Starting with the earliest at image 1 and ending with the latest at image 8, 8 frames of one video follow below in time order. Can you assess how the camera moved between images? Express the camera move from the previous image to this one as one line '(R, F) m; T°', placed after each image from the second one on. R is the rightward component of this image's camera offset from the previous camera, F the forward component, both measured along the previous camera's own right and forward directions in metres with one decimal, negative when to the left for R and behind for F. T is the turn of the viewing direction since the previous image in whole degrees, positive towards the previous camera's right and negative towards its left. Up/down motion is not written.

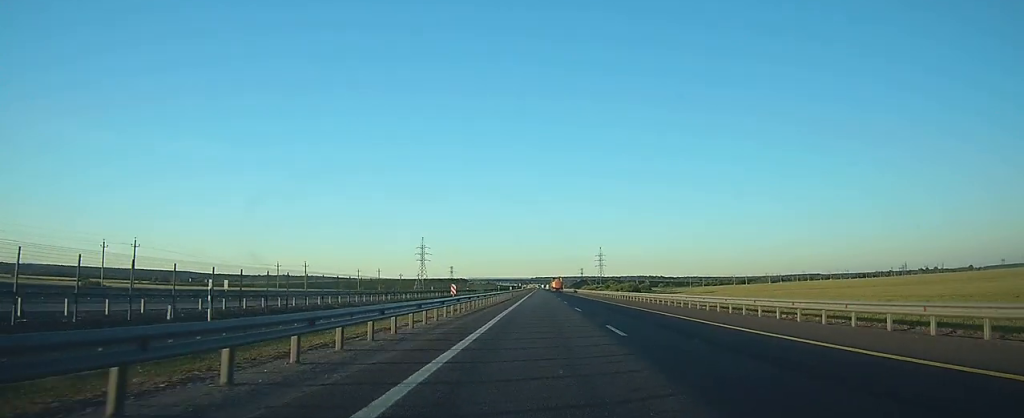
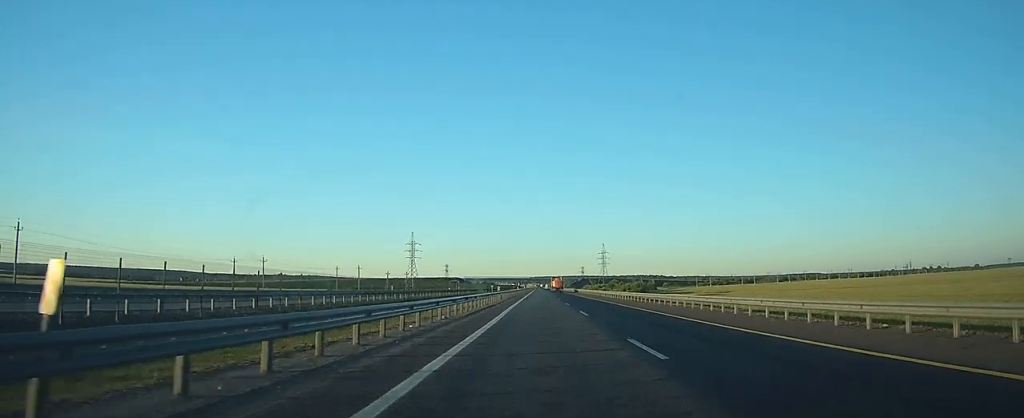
(0.0, +20.9) m; 0°
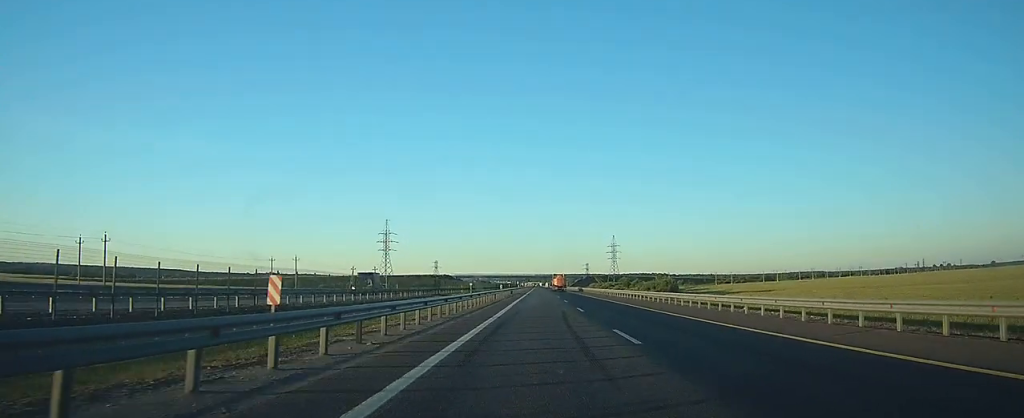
(0.0, +45.5) m; 0°
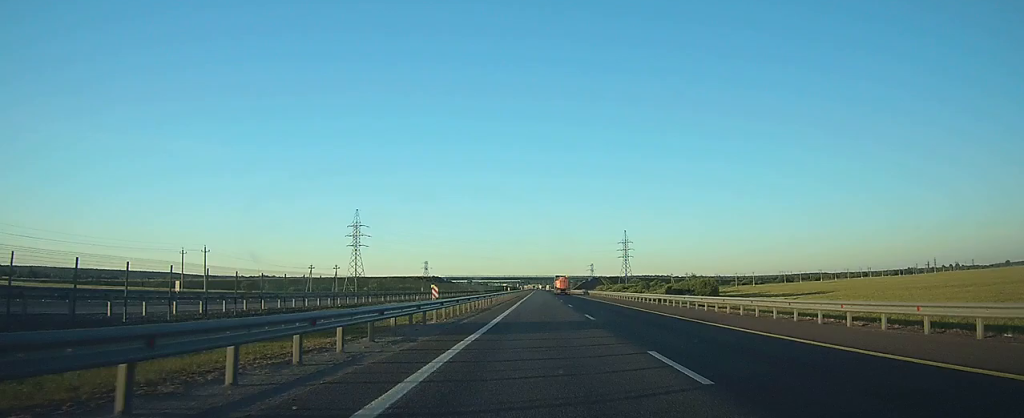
(-0.1, +37.1) m; 0°
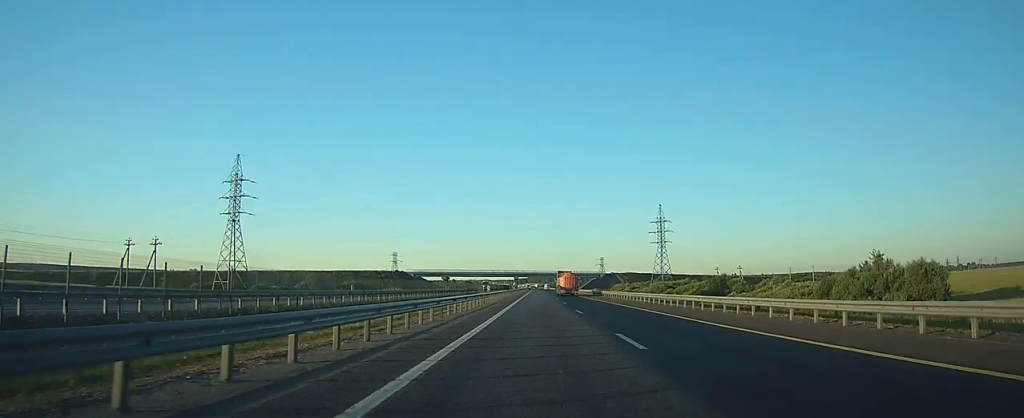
(0.0, +75.8) m; 0°
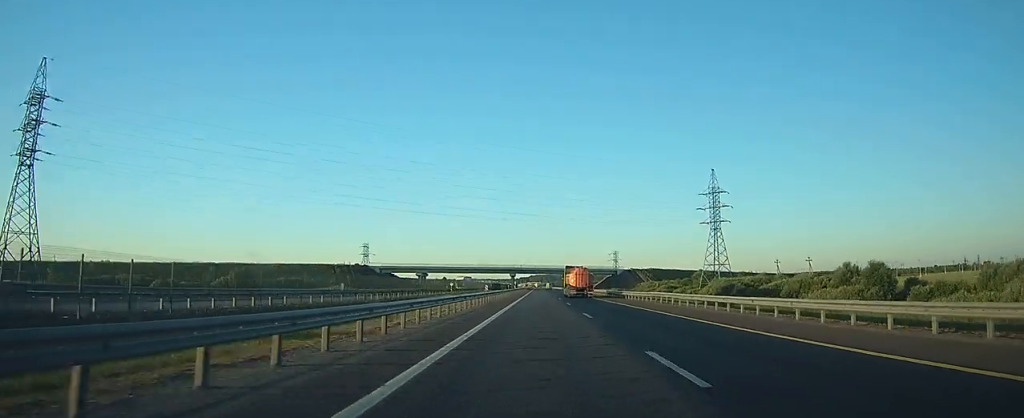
(0.0, +52.4) m; 0°
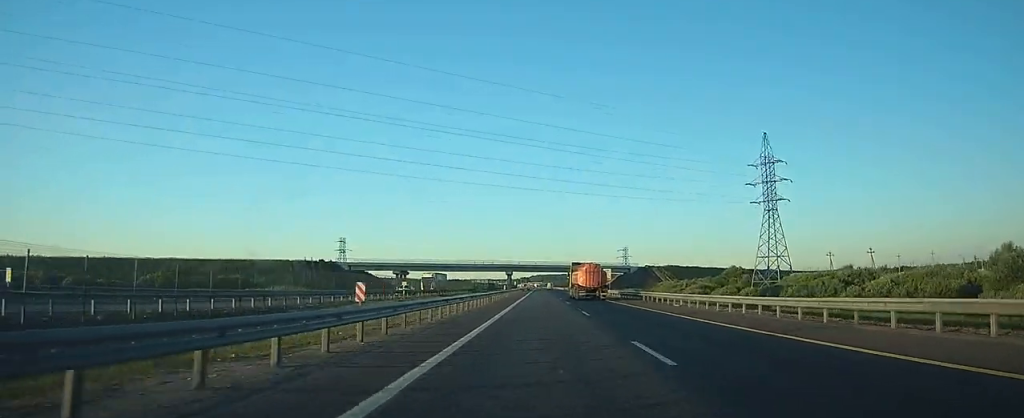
(0.0, +30.0) m; 0°
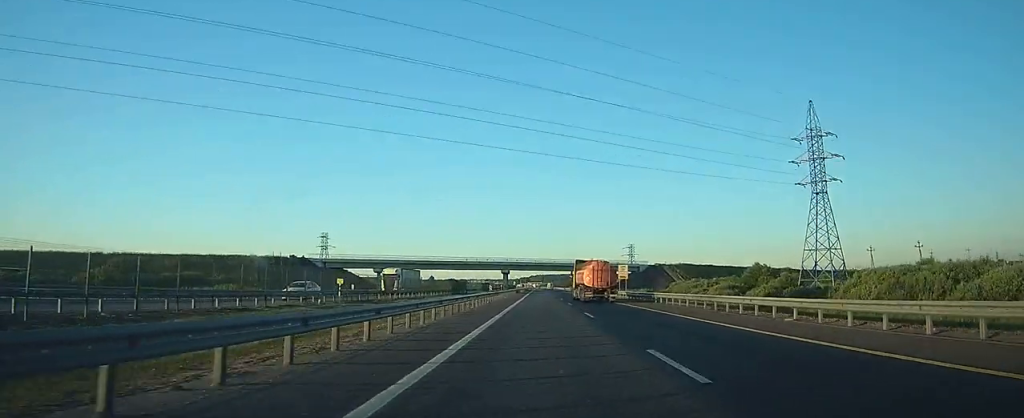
(0.0, +17.5) m; 0°
